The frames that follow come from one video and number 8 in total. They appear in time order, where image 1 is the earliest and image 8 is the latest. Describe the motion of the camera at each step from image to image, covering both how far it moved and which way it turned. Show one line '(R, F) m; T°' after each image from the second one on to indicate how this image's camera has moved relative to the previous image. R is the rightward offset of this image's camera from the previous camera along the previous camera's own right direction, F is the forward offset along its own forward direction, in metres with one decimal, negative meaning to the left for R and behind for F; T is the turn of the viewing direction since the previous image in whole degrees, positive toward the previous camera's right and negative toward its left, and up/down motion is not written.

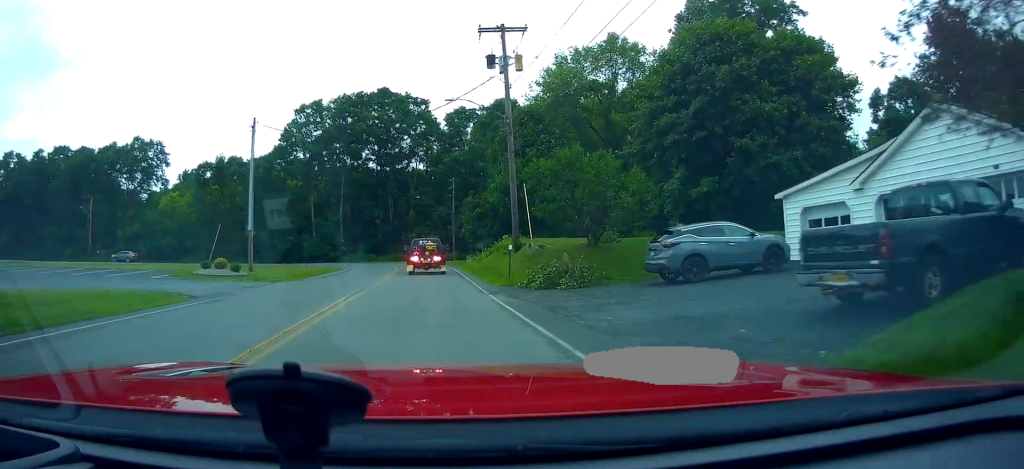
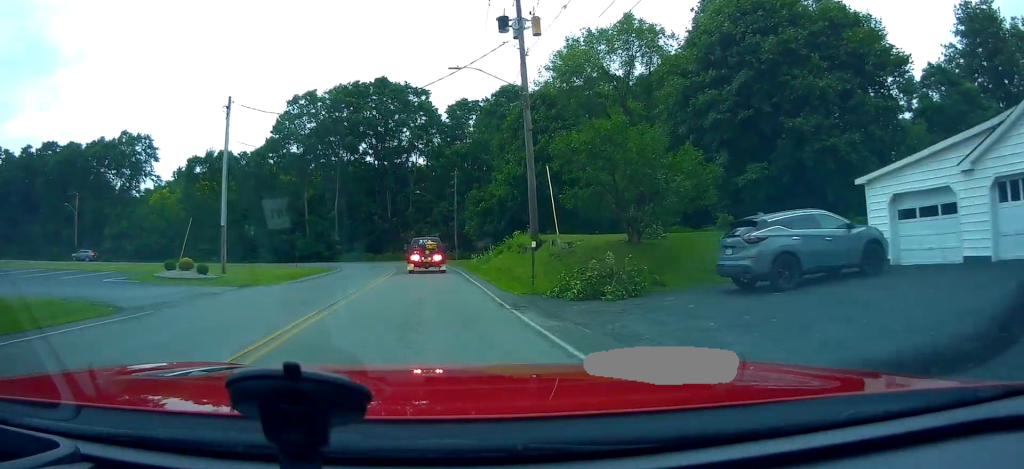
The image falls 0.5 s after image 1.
(0.0, +4.7) m; 0°
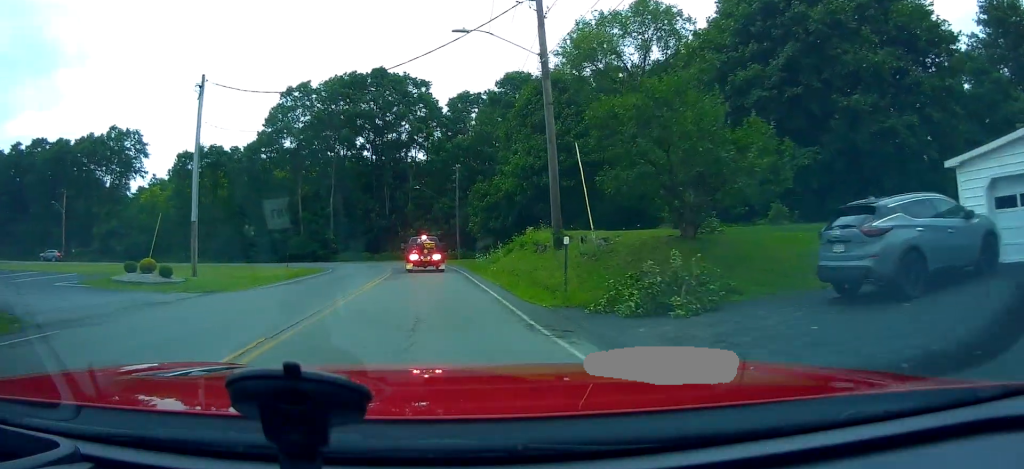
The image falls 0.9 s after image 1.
(0.0, +3.9) m; 0°
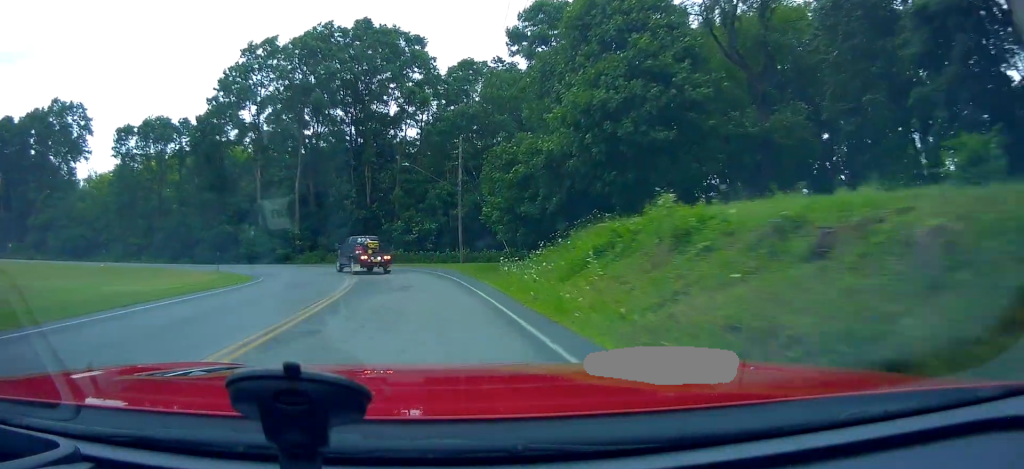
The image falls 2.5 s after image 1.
(+0.6, +16.2) m; +2°
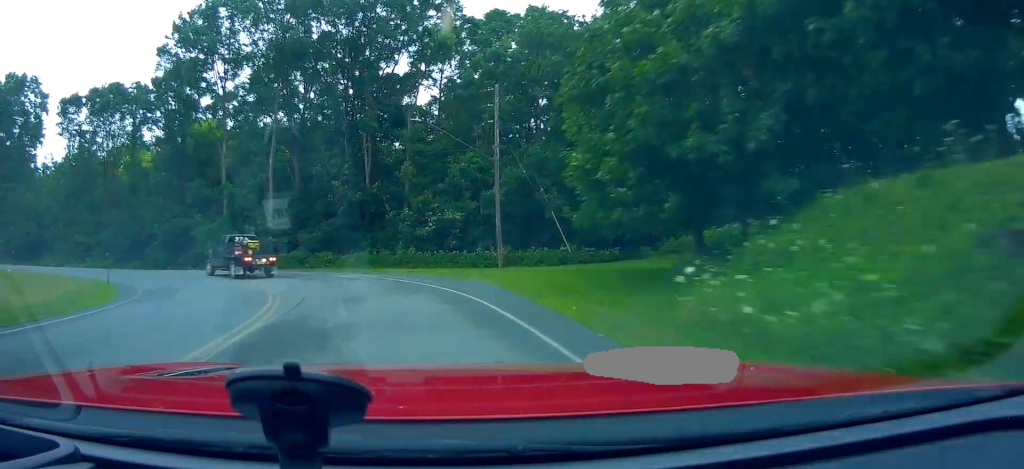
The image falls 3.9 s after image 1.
(-0.5, +15.0) m; -5°
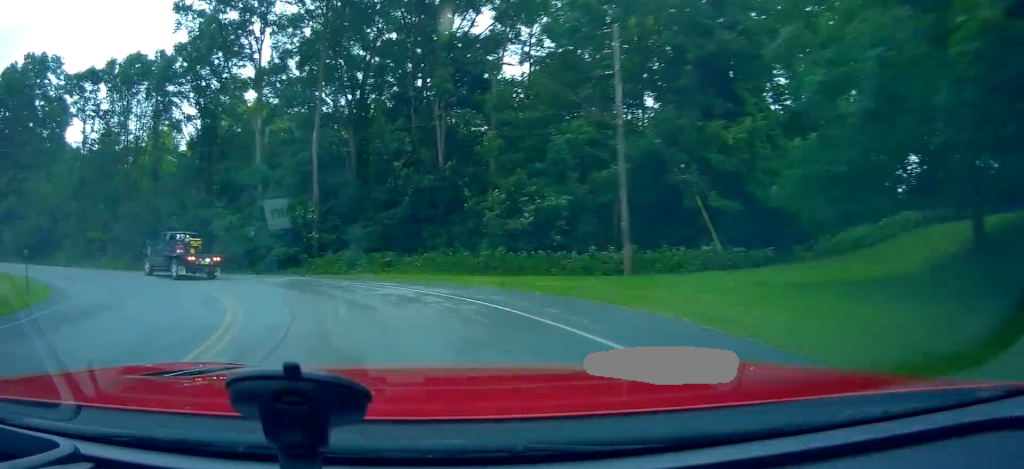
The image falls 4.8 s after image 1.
(-0.1, +9.2) m; -9°
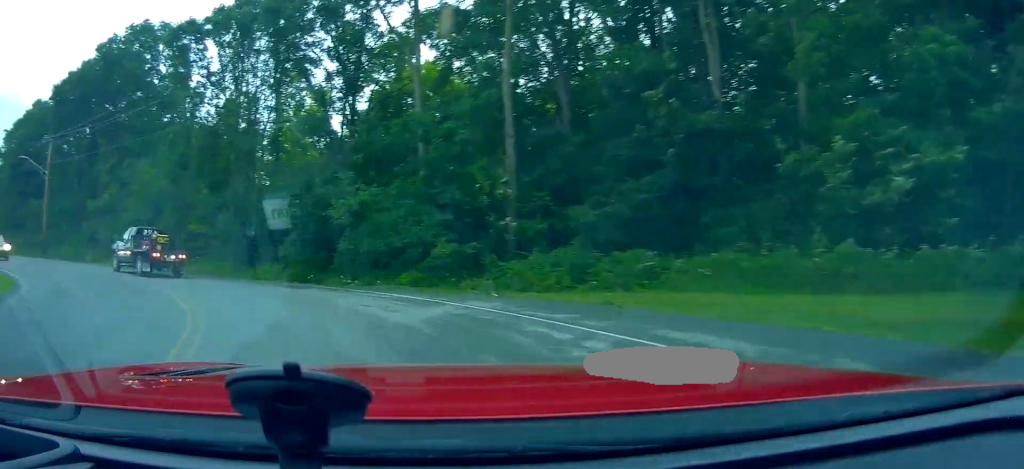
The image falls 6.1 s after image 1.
(-2.2, +12.5) m; -18°
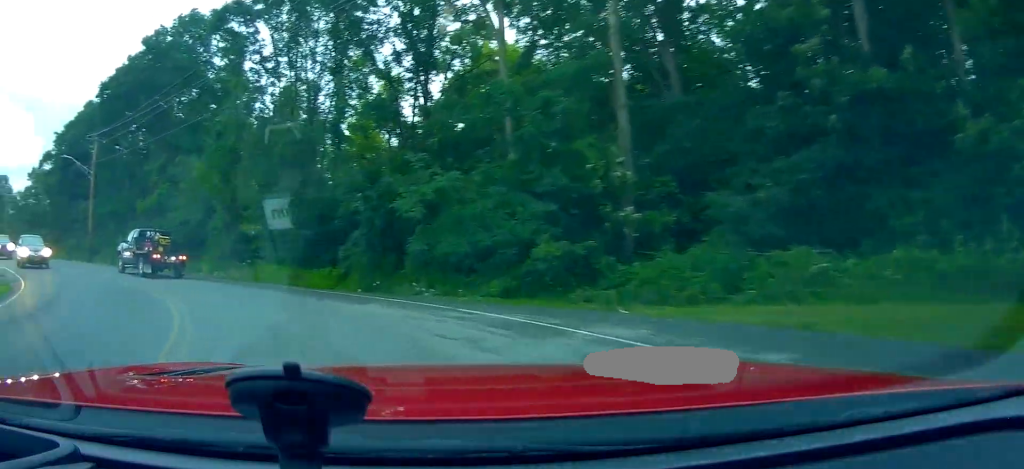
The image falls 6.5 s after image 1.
(+0.2, +4.0) m; -7°
